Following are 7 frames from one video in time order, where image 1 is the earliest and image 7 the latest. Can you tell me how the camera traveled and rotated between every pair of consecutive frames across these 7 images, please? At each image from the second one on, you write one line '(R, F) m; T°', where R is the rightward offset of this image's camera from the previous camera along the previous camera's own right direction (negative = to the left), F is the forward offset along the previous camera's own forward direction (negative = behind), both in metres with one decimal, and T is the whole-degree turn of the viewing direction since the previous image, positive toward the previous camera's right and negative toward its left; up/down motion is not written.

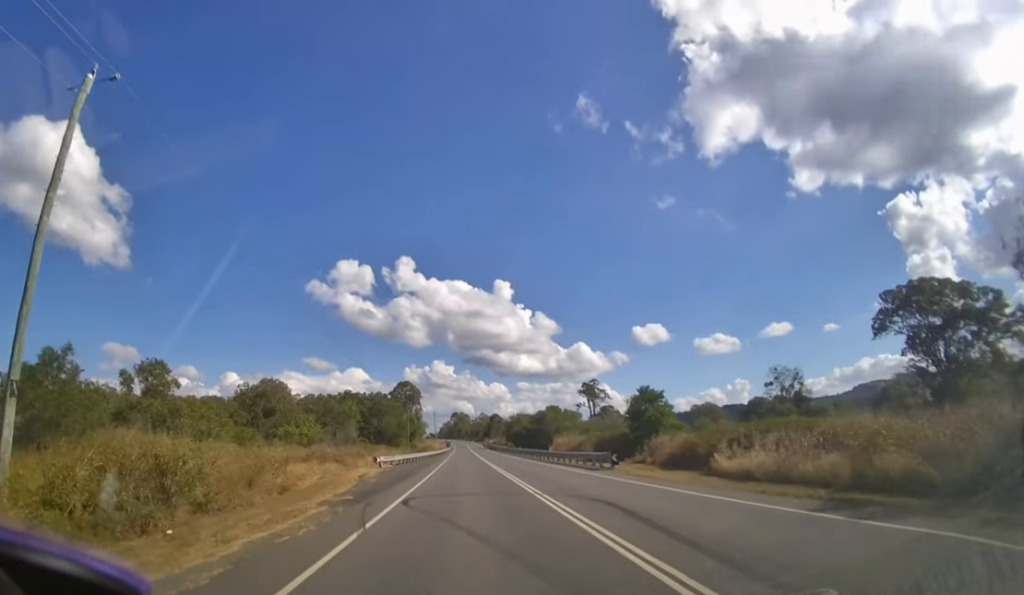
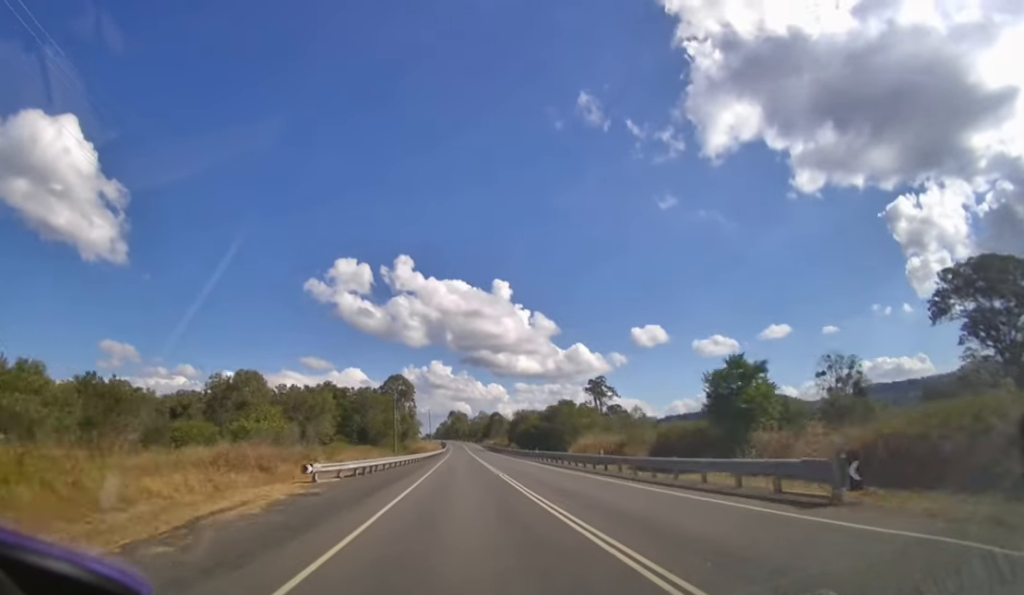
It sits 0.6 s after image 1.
(0.0, +13.7) m; 0°
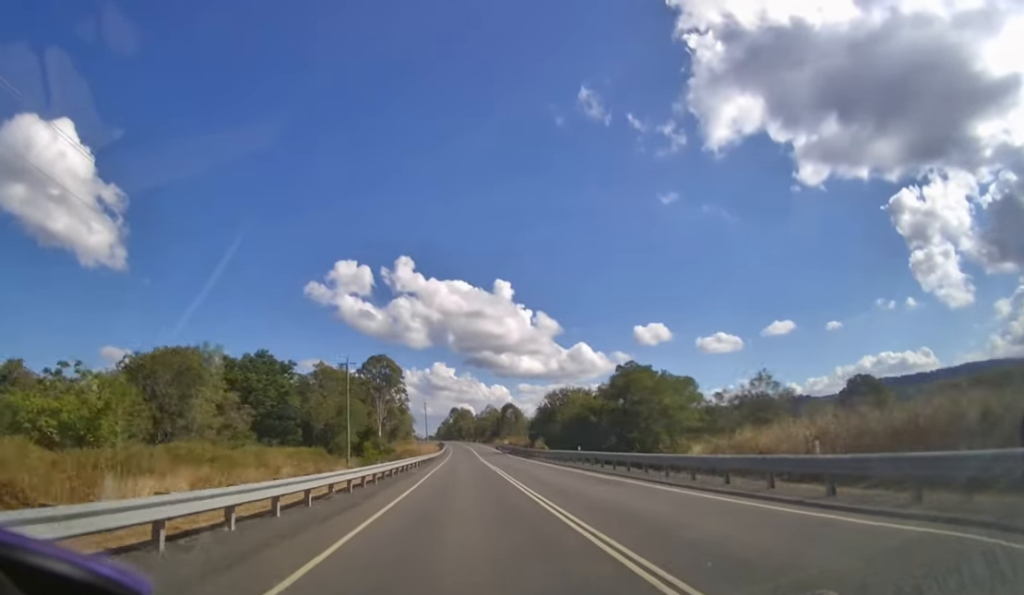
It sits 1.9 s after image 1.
(0.0, +29.1) m; 0°
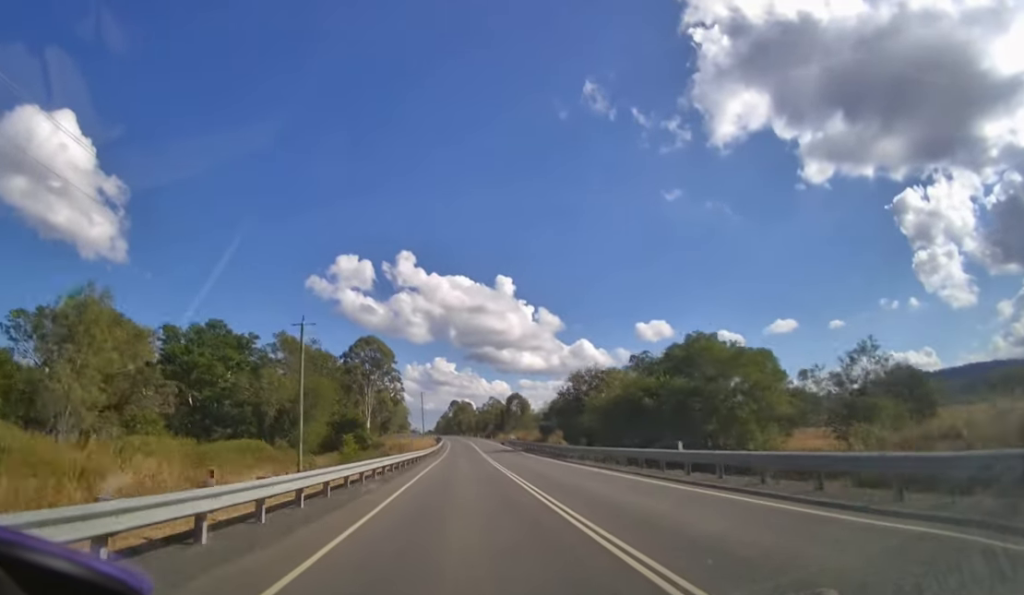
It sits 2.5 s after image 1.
(0.0, +11.8) m; 0°
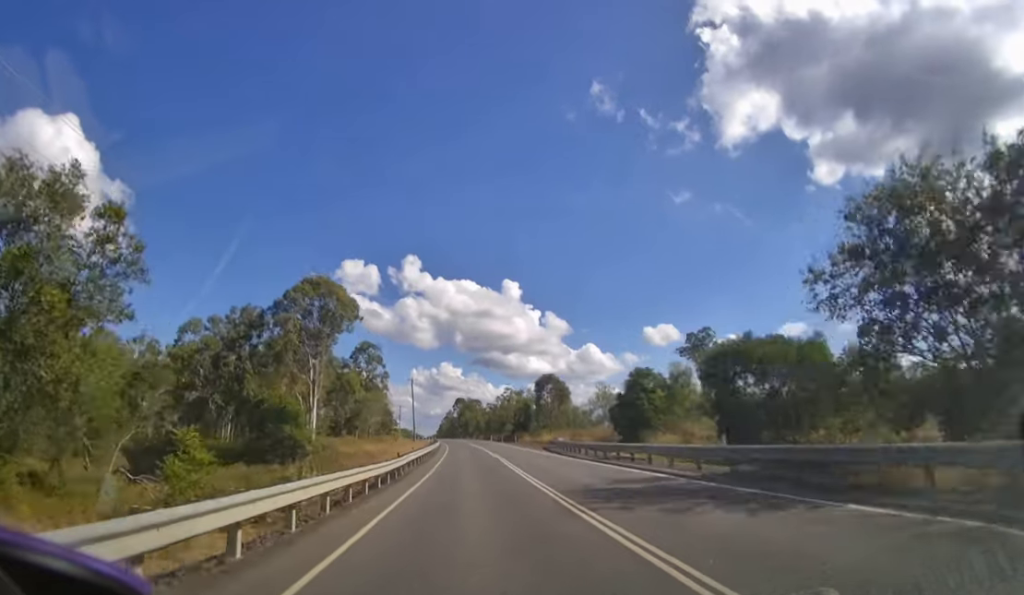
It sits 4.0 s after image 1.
(-0.1, +37.9) m; -1°
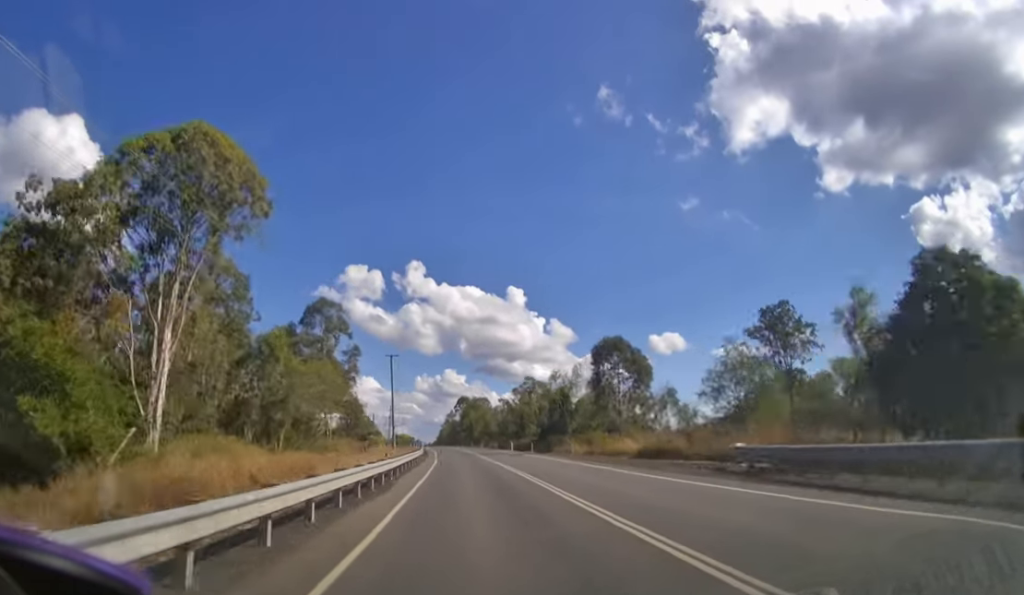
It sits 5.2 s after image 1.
(-0.2, +33.5) m; -1°
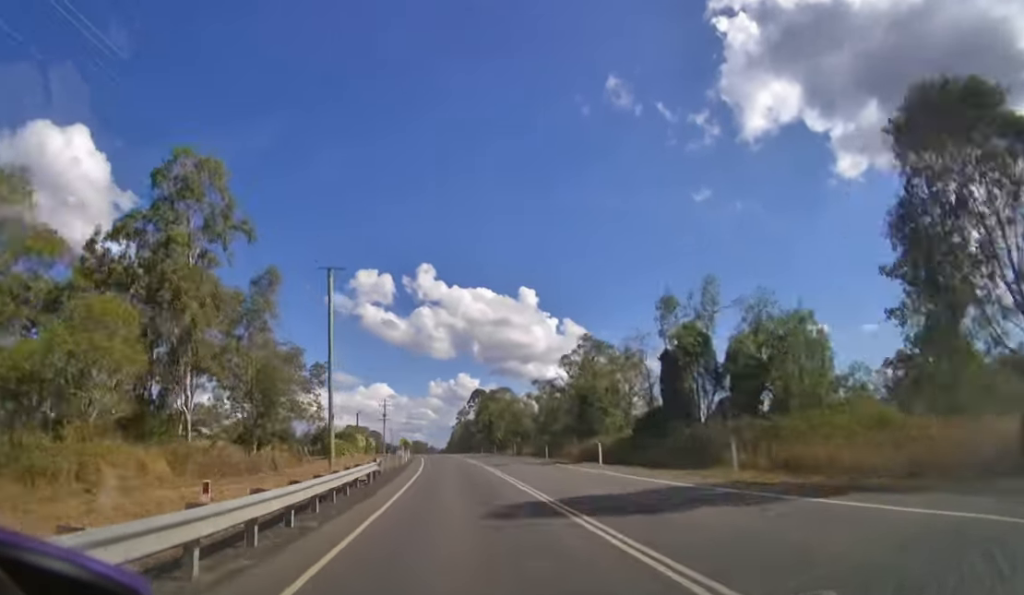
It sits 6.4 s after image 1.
(-0.2, +39.1) m; -1°
